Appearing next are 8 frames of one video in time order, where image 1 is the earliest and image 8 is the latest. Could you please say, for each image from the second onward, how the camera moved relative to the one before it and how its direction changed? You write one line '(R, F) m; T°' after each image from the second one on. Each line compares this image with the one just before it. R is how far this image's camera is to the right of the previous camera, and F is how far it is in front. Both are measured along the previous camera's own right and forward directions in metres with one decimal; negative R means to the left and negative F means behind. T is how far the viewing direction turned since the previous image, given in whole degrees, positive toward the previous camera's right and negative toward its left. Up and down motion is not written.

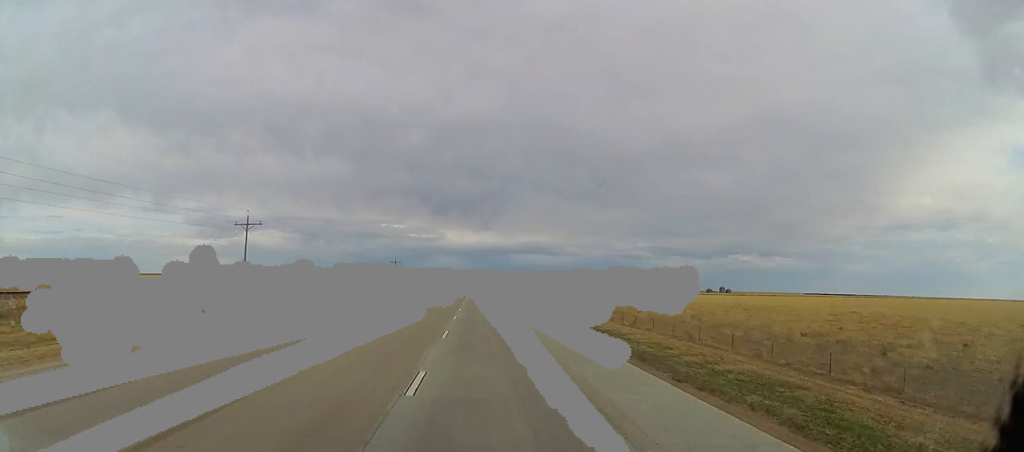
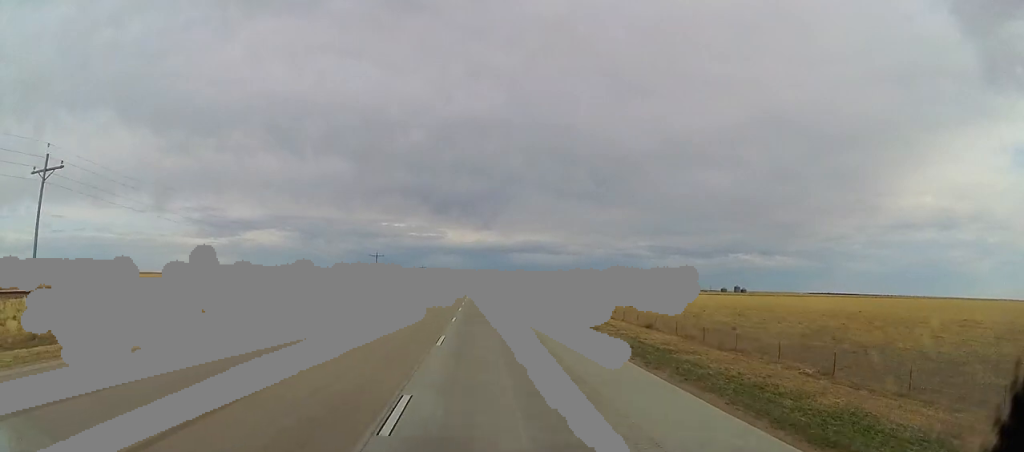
(+0.5, +27.1) m; 0°
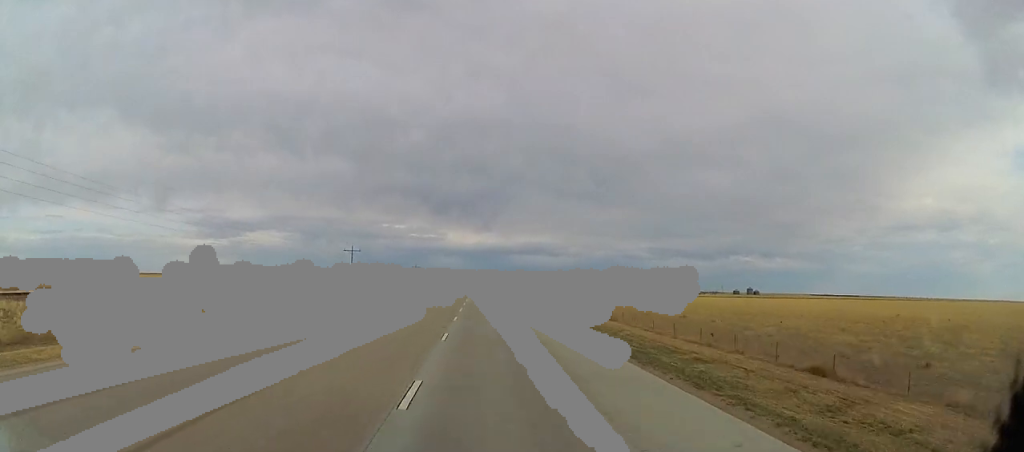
(-0.3, +22.2) m; 0°
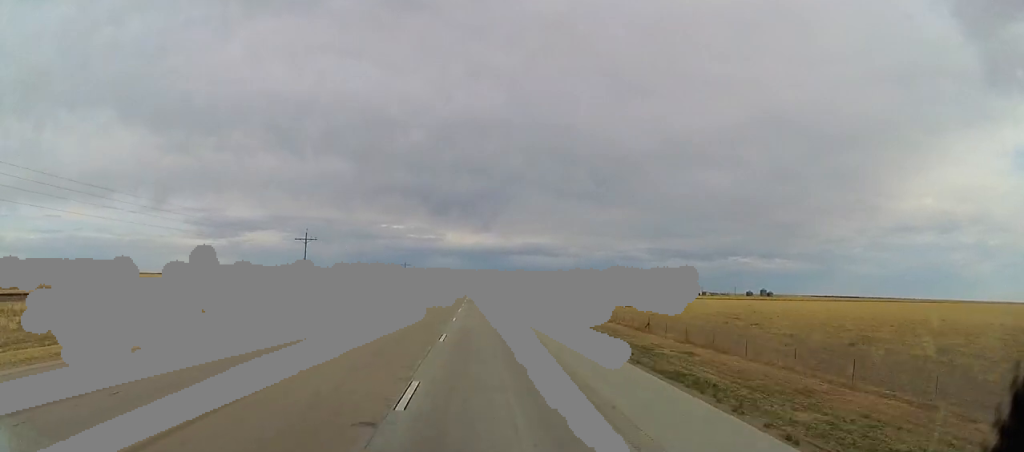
(+0.1, +24.2) m; 0°
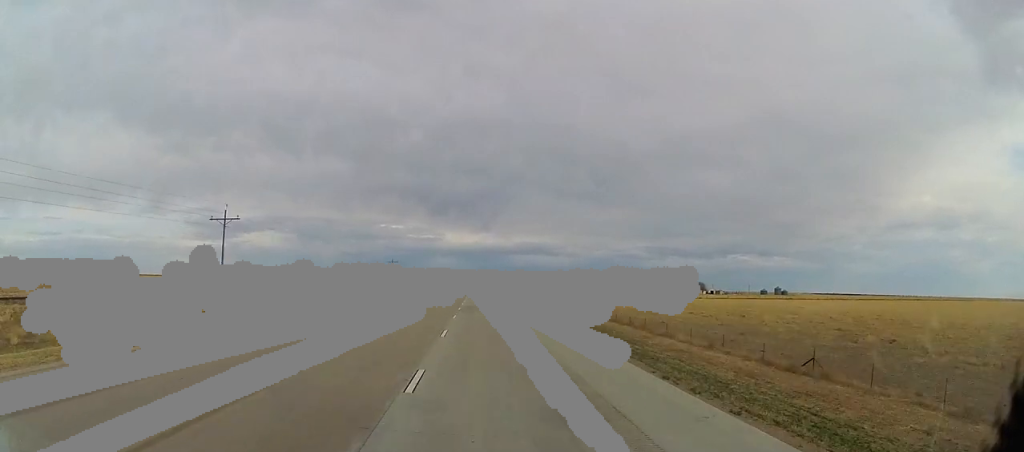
(+0.1, +22.2) m; 0°
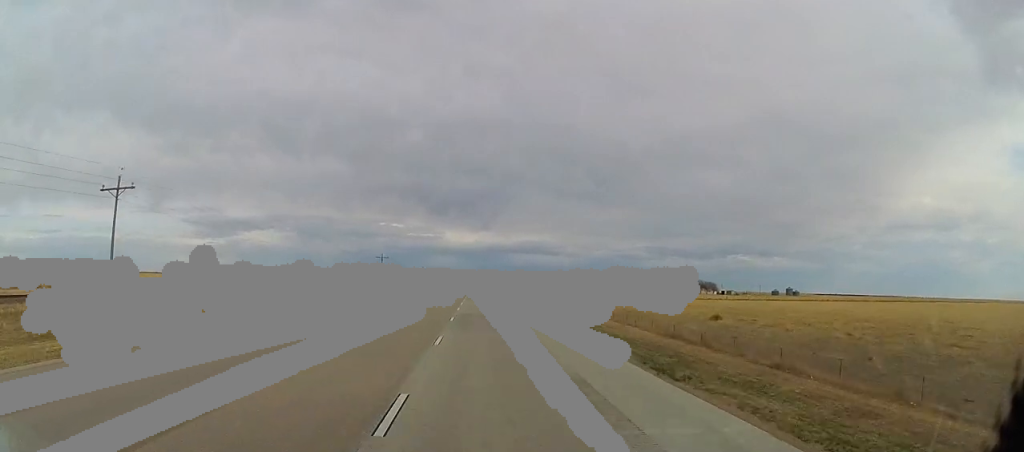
(-0.2, +15.4) m; -1°
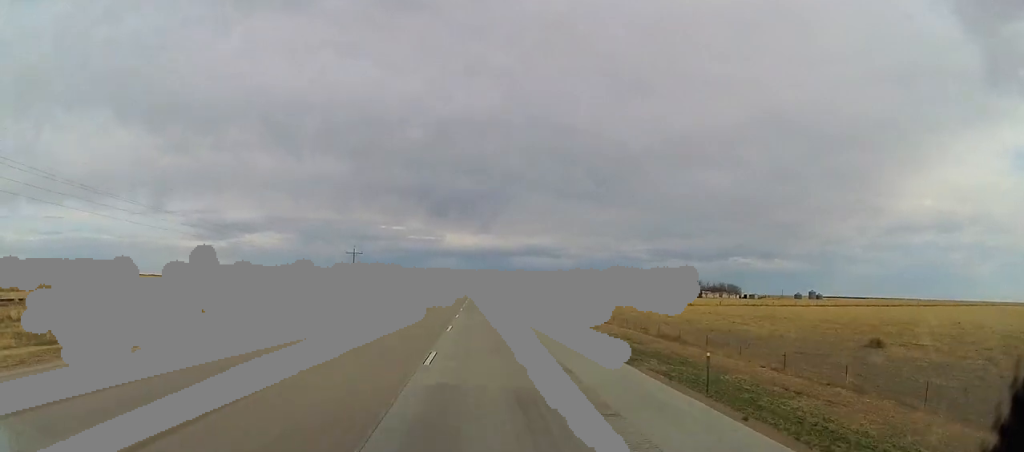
(-0.1, +28.0) m; +1°
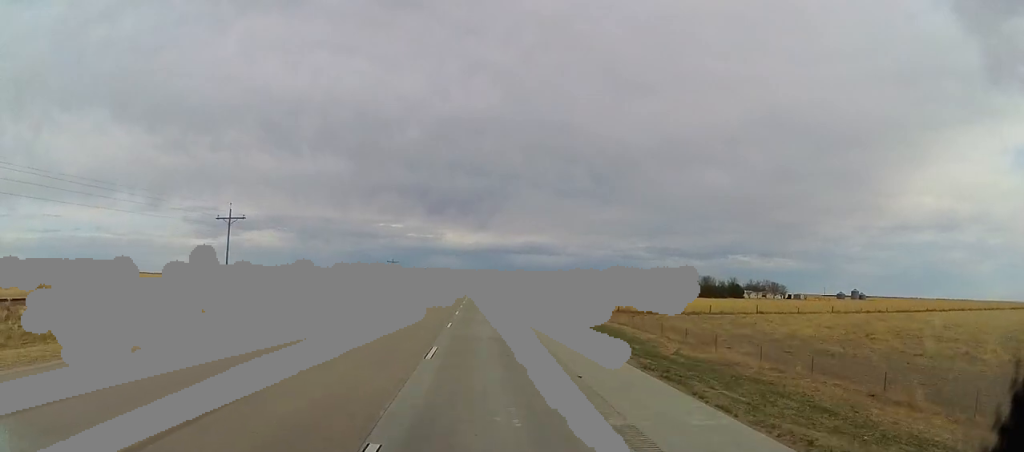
(+0.5, +47.3) m; 0°
